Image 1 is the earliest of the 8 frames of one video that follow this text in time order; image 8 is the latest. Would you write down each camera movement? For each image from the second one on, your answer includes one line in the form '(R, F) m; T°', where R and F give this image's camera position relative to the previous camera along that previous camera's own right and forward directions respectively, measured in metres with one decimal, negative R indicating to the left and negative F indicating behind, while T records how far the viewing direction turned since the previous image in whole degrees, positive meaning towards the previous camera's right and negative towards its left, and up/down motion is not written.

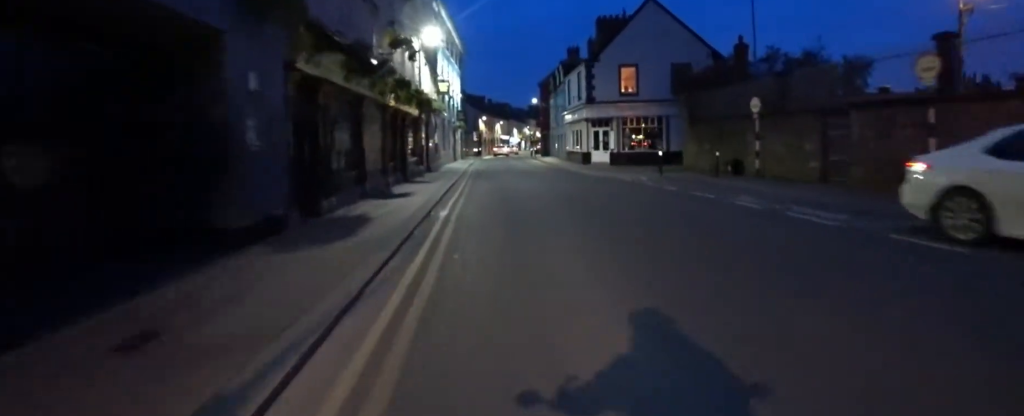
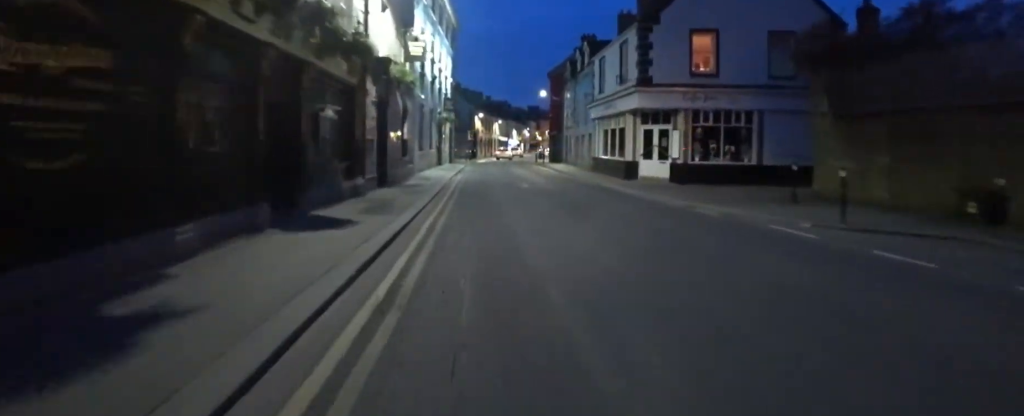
(+0.4, +8.8) m; -1°
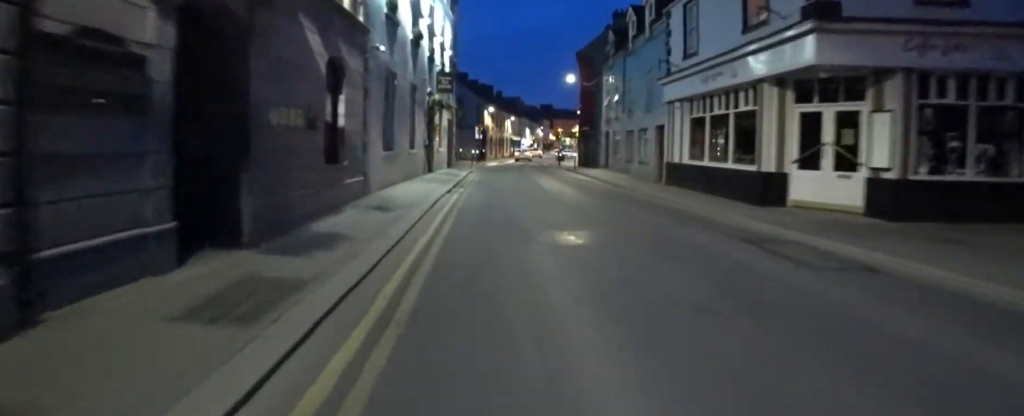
(-0.6, +8.3) m; -2°
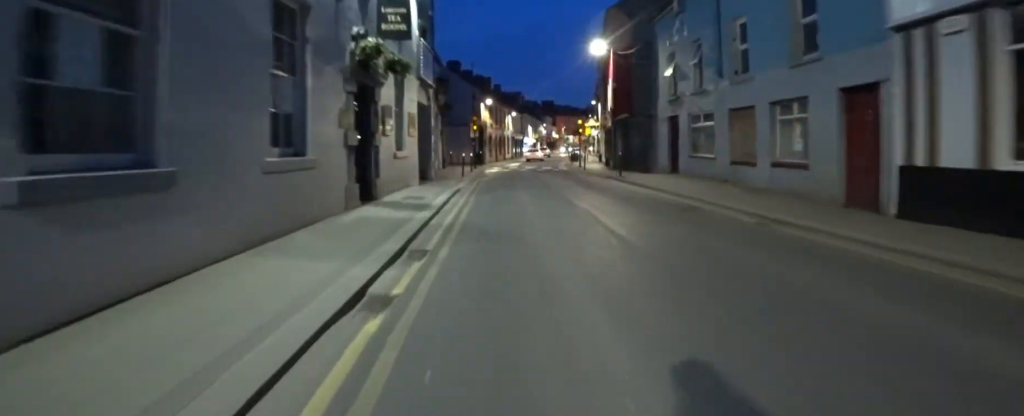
(+0.5, +8.5) m; +6°
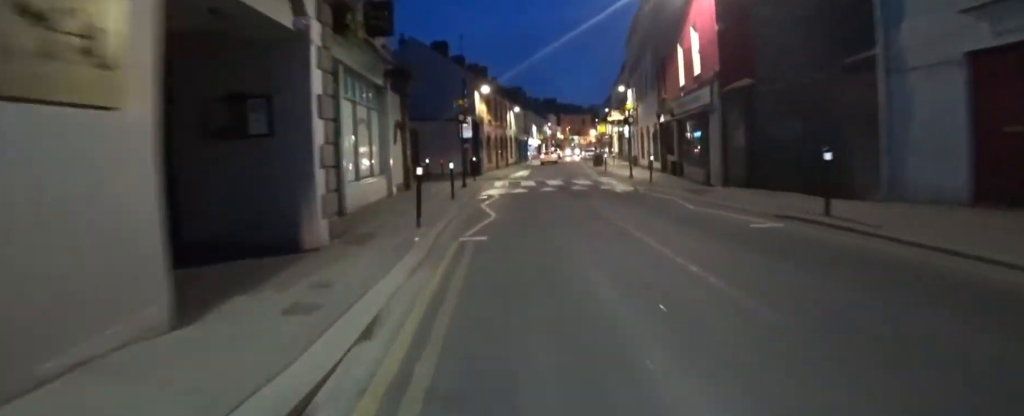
(+0.1, +10.1) m; 0°
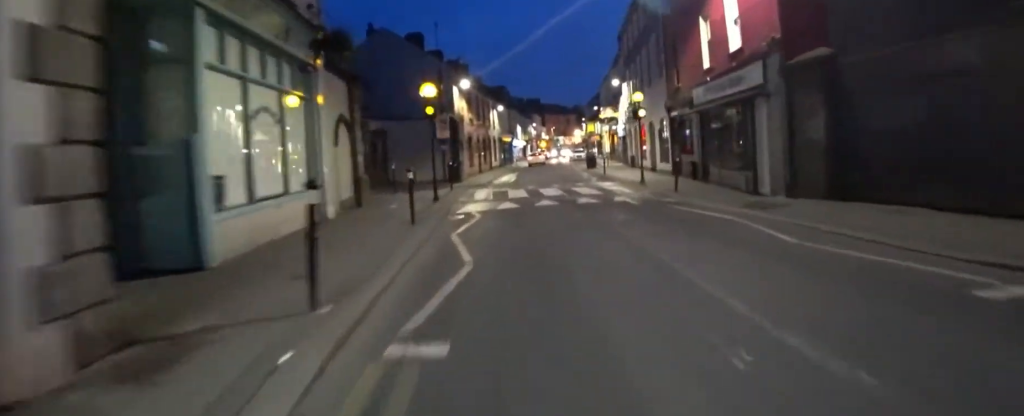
(0.0, +3.3) m; 0°
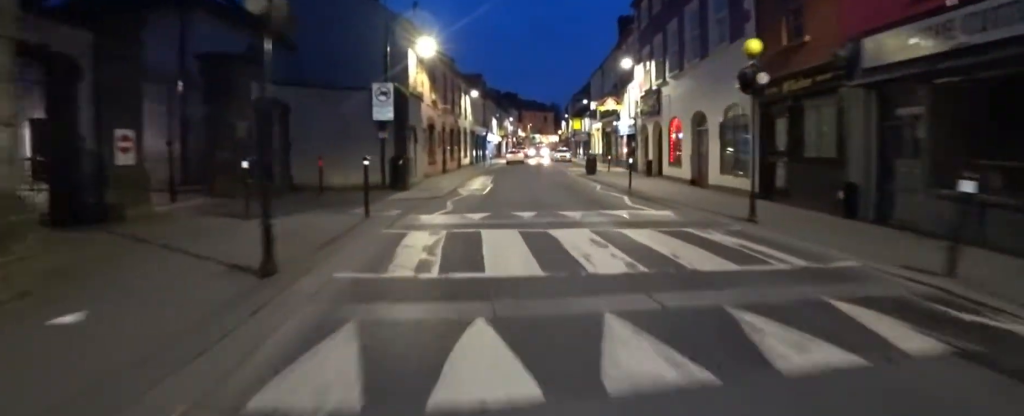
(0.0, +7.3) m; +12°
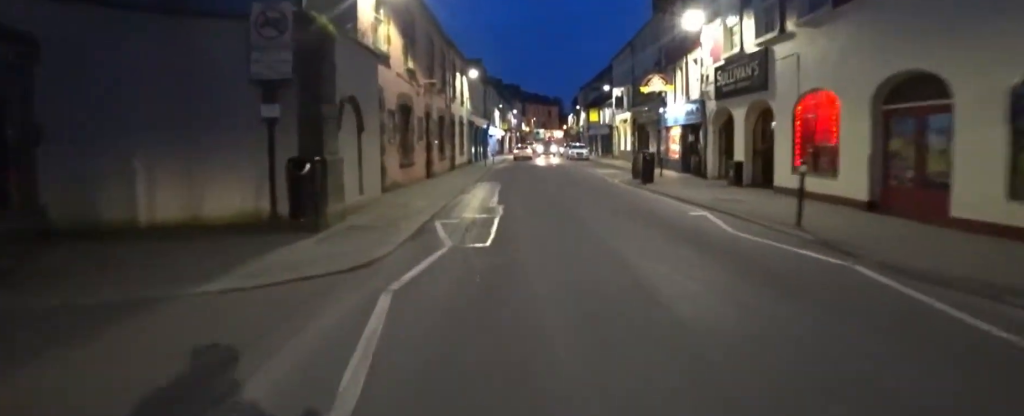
(+1.6, +7.1) m; -4°
